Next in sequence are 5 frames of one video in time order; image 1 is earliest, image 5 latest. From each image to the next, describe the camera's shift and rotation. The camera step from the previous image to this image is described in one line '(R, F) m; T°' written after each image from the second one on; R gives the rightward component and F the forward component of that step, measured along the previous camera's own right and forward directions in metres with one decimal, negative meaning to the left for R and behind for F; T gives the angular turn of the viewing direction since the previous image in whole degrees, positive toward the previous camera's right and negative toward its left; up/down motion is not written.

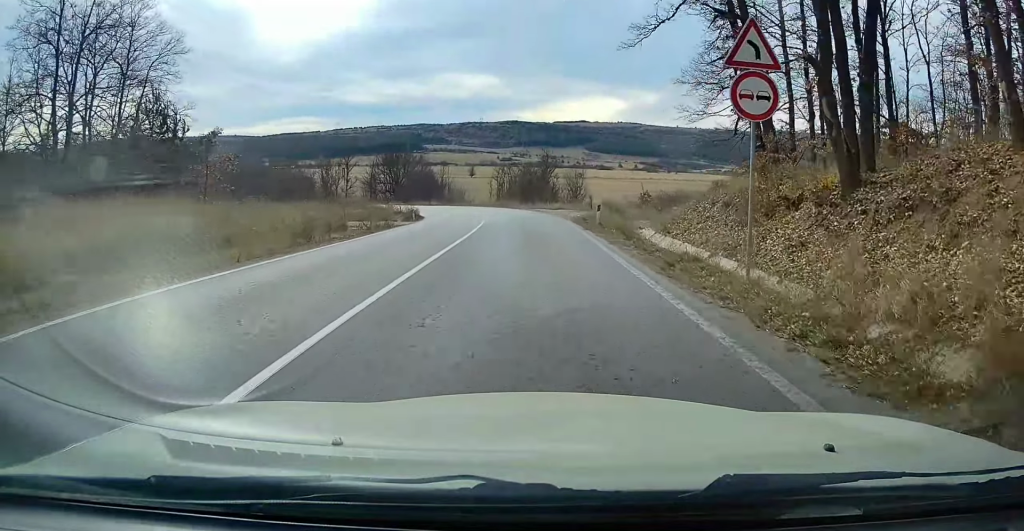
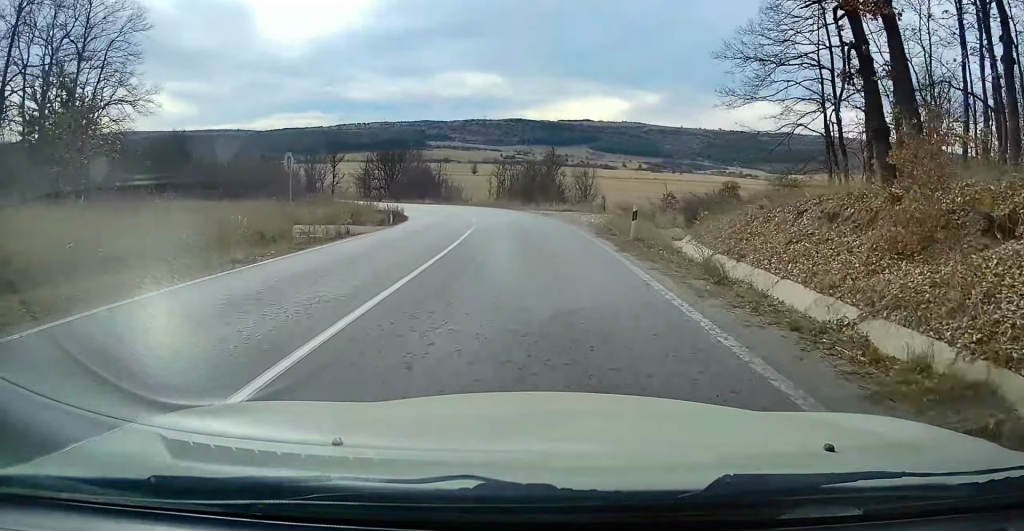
(0.0, +7.6) m; 0°
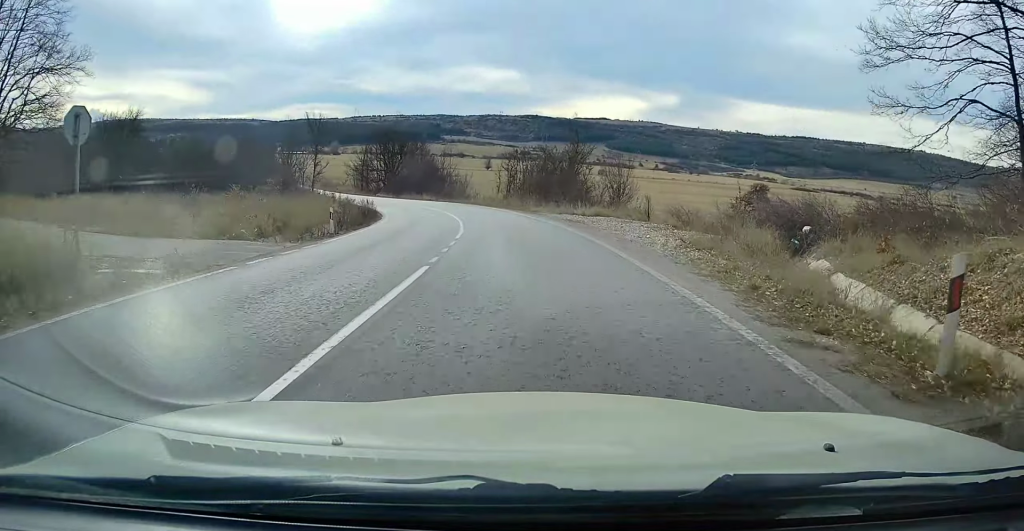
(+0.1, +12.3) m; -2°
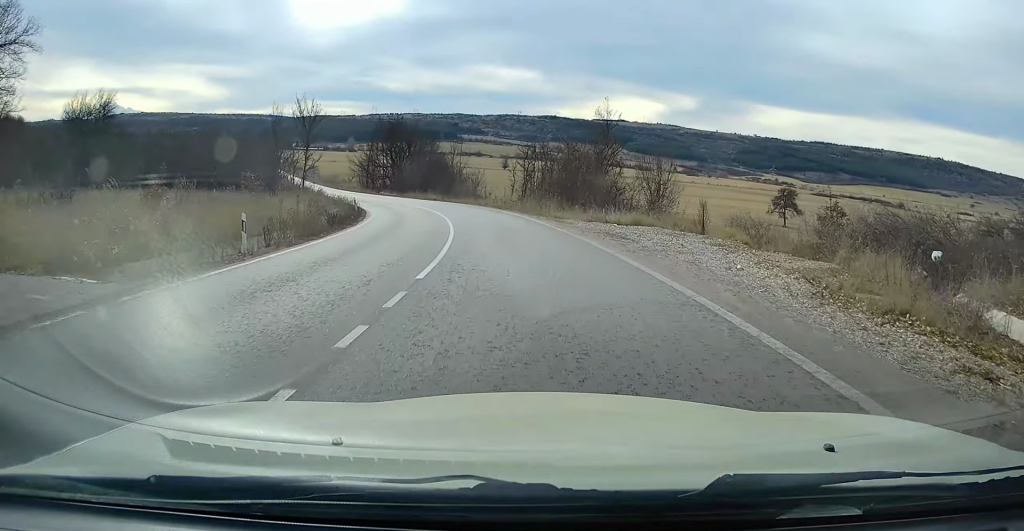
(-0.3, +8.1) m; -3°
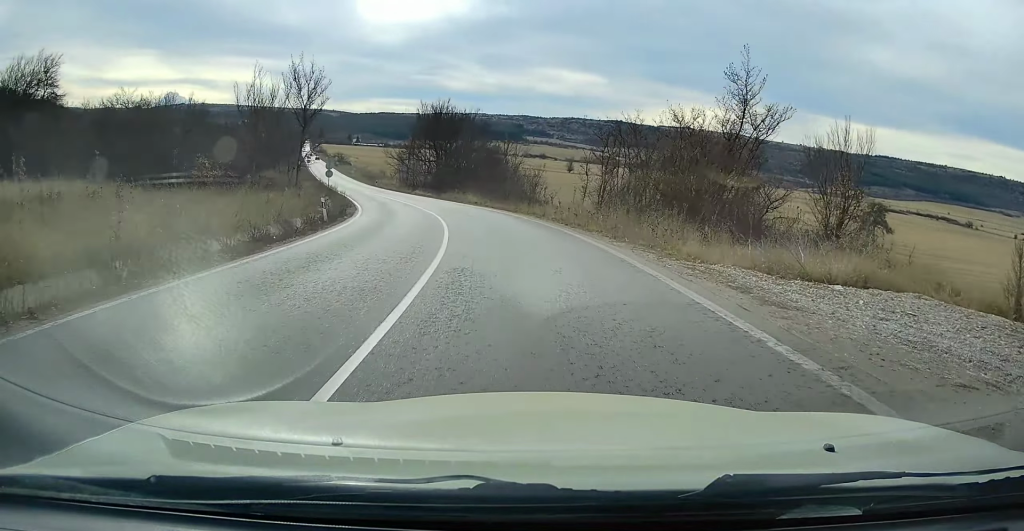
(-0.9, +16.4) m; -7°
